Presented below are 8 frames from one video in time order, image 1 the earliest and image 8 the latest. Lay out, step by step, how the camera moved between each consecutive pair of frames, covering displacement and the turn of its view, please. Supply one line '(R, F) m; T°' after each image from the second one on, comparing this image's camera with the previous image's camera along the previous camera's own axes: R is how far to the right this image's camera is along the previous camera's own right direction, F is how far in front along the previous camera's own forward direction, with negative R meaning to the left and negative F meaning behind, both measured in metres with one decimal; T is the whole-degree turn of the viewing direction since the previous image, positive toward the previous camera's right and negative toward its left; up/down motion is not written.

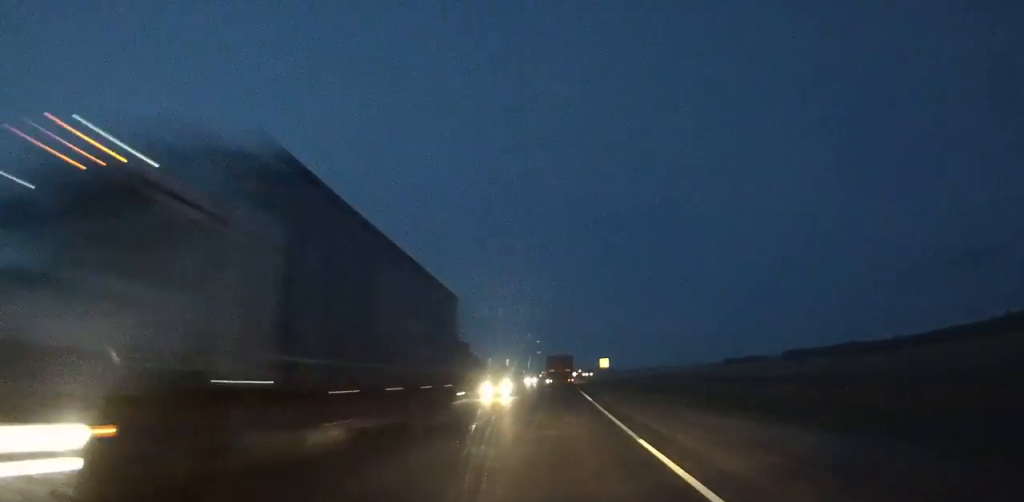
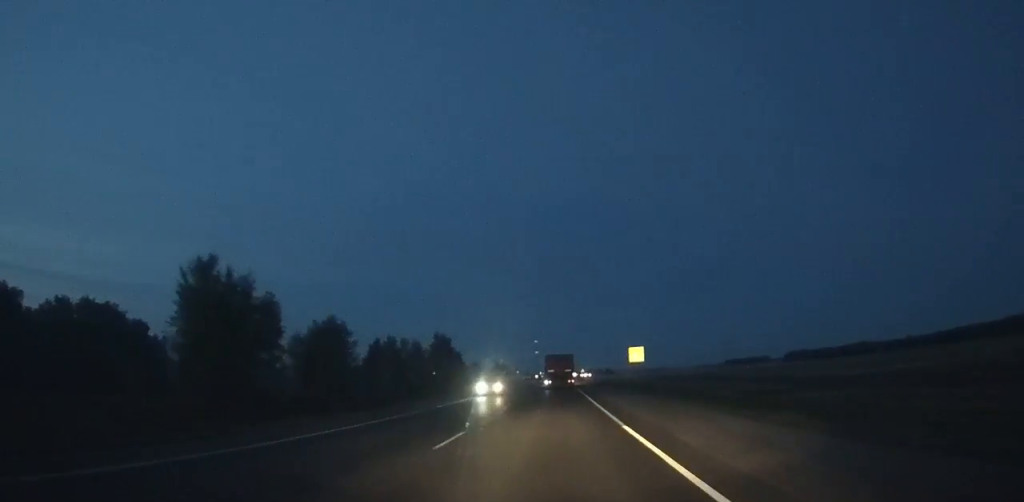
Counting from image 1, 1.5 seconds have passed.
(0.0, +27.7) m; 0°
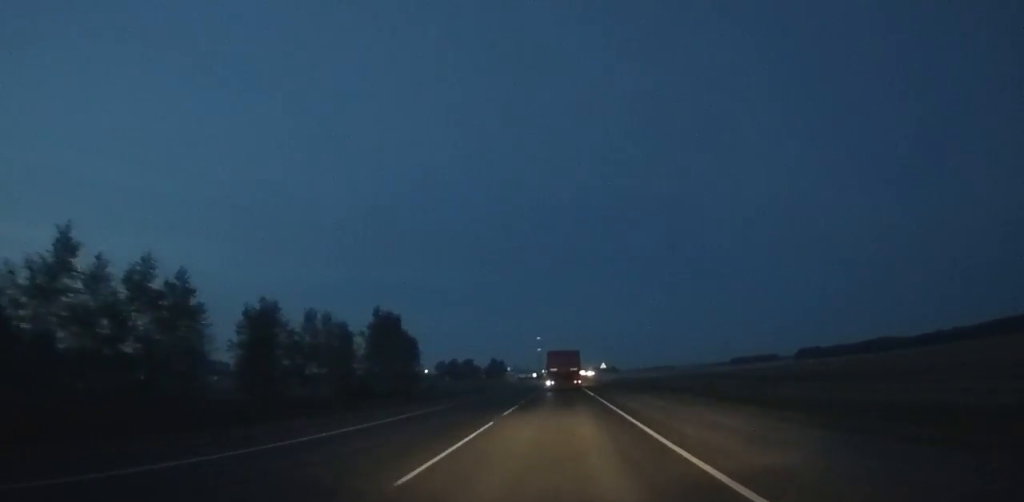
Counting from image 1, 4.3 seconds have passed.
(+0.1, +50.1) m; 0°
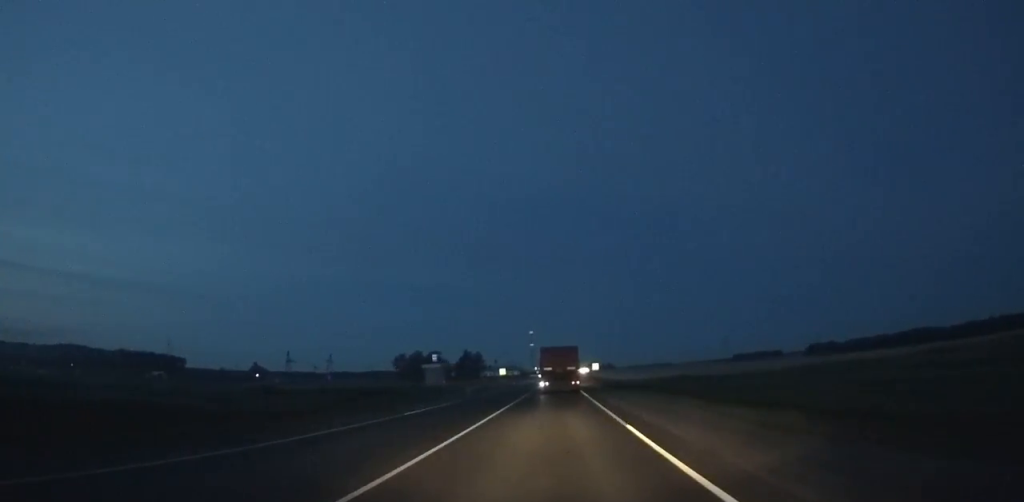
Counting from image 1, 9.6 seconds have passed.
(+0.4, +89.4) m; +1°
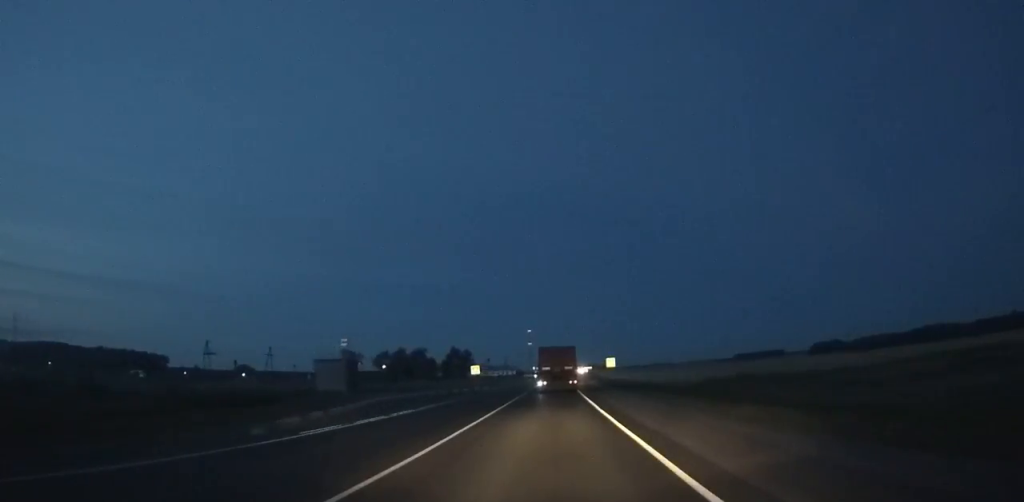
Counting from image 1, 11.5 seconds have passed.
(0.0, +30.4) m; 0°
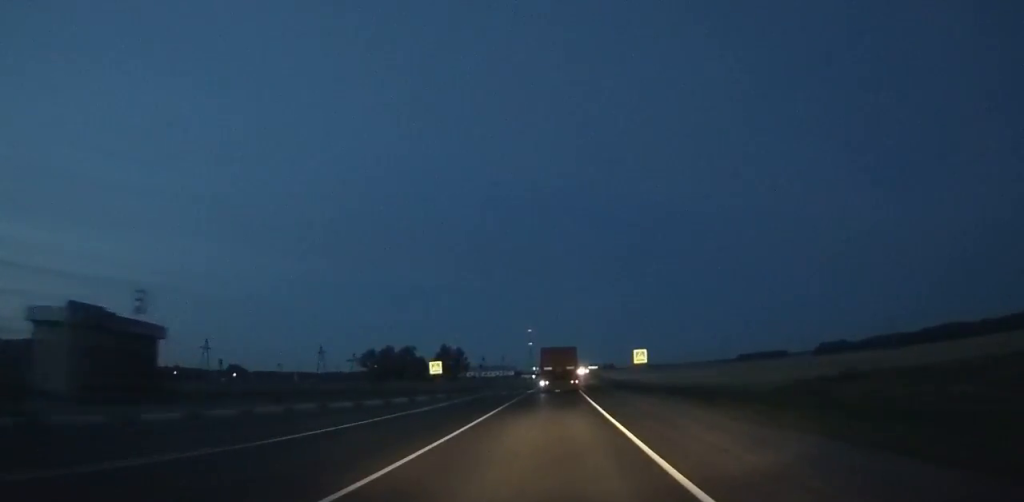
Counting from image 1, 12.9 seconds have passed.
(0.0, +22.3) m; 0°
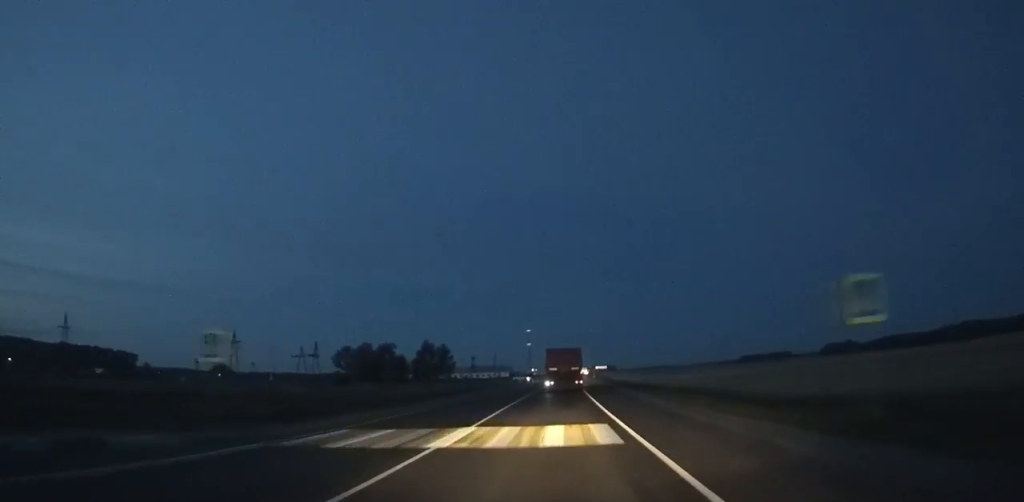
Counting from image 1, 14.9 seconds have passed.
(0.0, +31.3) m; 0°
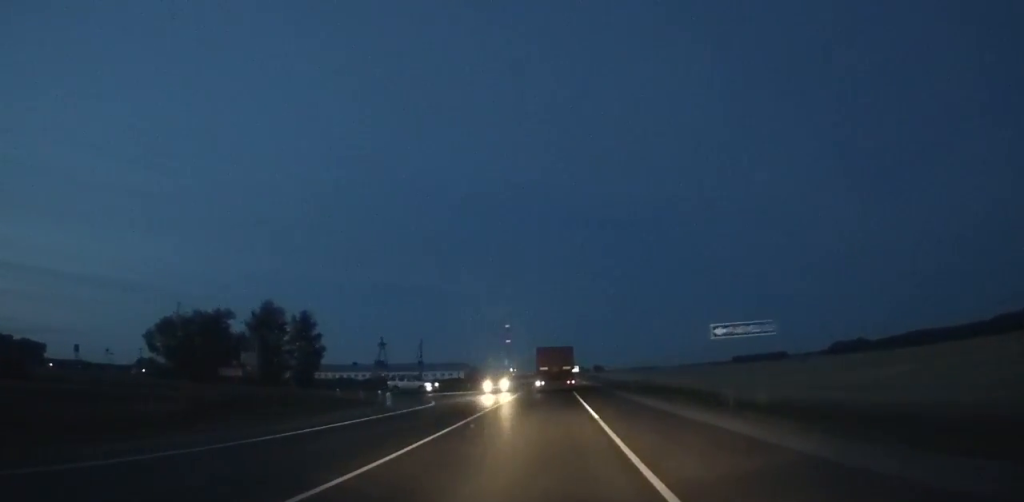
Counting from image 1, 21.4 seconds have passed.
(+1.3, +102.4) m; +1°
